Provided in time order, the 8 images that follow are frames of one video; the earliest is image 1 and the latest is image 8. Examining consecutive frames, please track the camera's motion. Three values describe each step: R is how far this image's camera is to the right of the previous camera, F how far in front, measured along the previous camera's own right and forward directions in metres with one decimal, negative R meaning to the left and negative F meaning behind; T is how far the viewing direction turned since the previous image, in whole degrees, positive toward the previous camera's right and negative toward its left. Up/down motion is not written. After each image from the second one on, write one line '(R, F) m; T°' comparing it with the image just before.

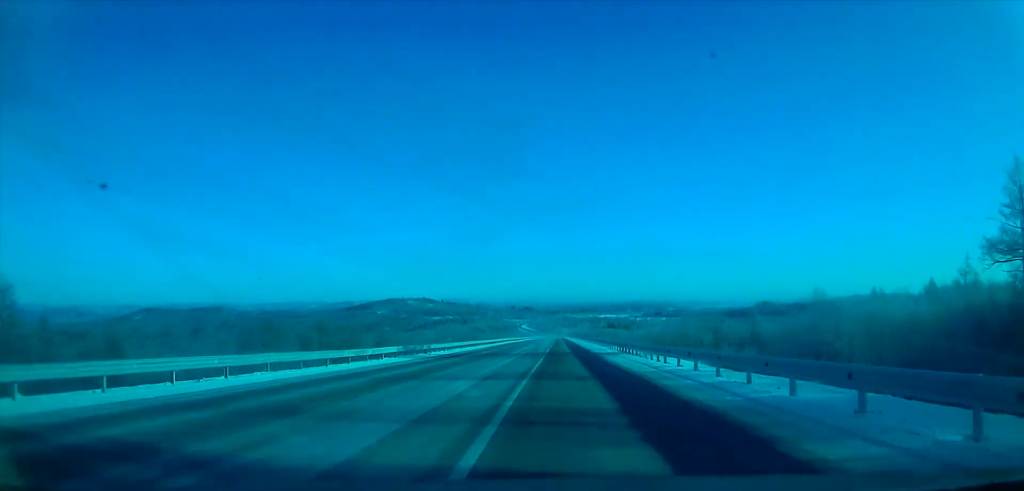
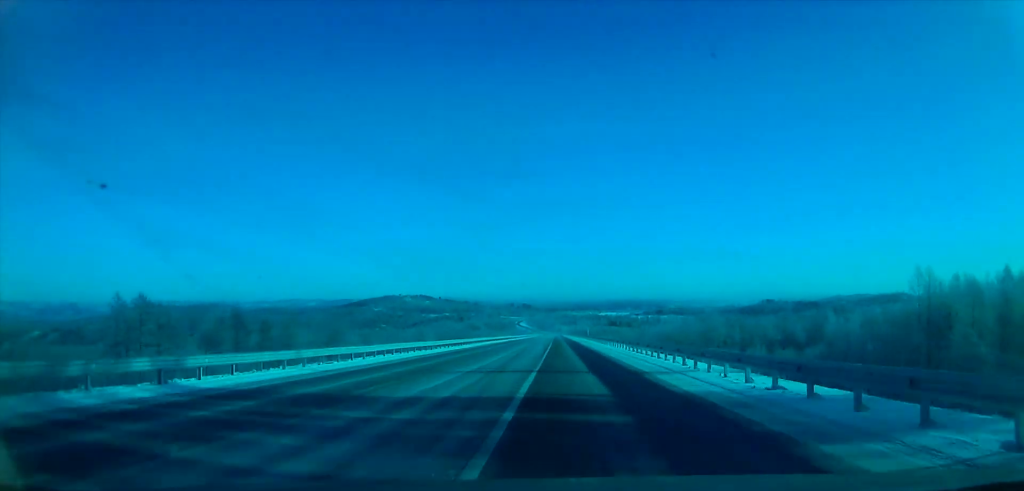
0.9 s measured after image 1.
(-1.4, +33.5) m; -2°
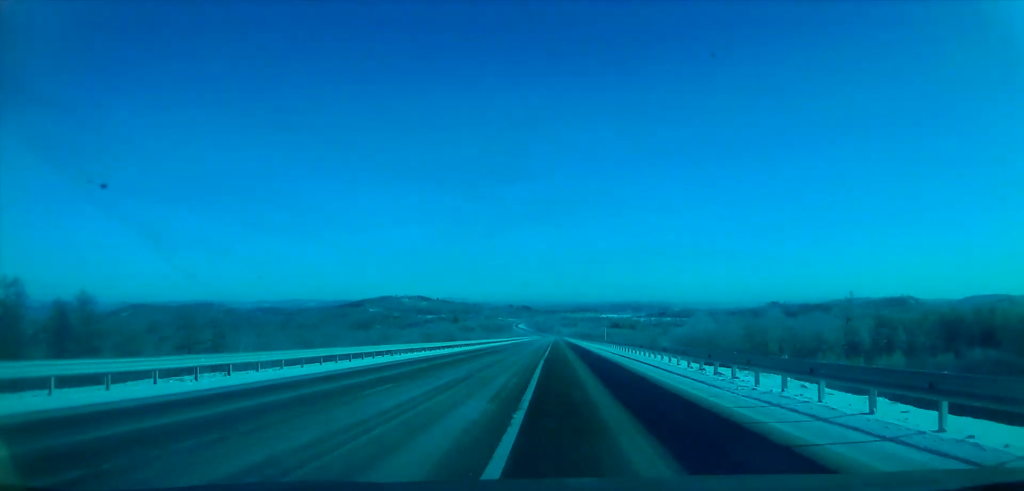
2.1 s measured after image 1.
(+1.0, +47.8) m; +3°
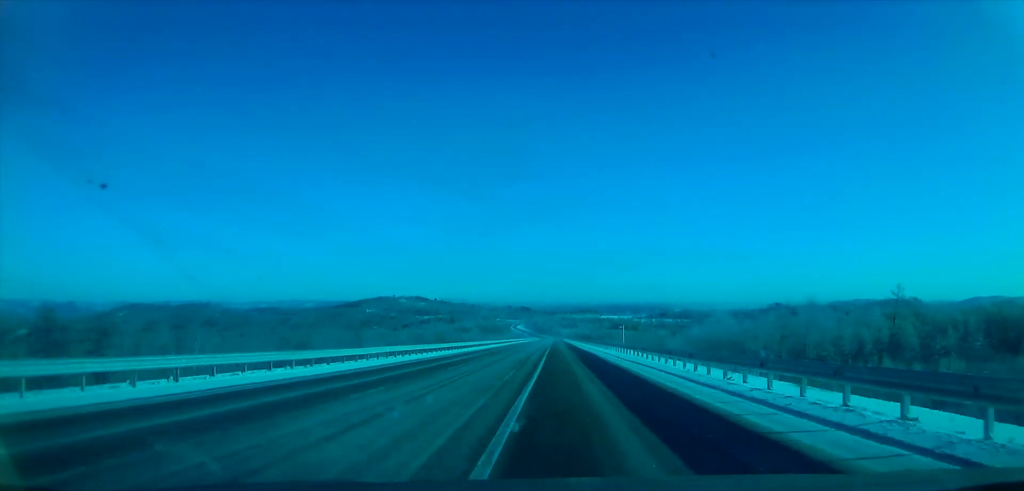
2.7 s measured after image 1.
(+0.9, +24.7) m; 0°
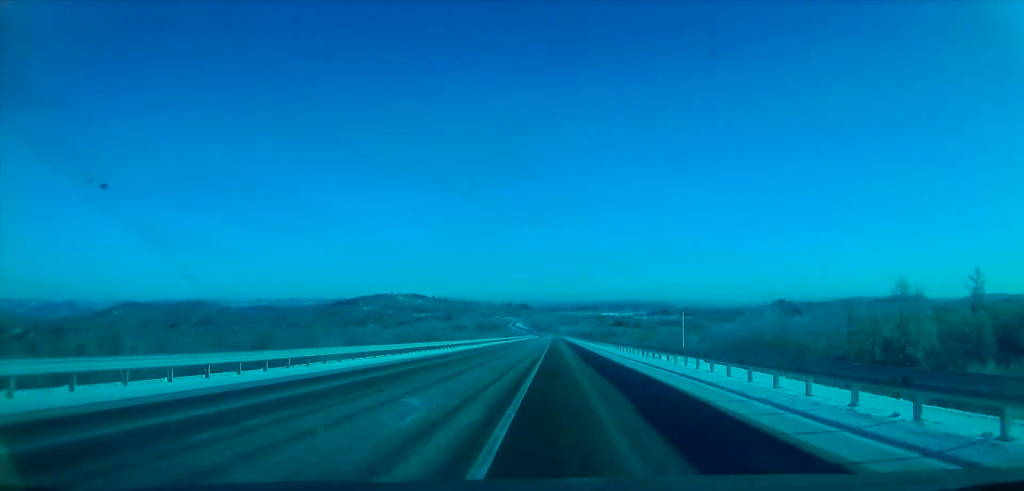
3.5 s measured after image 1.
(-0.7, +30.1) m; -1°
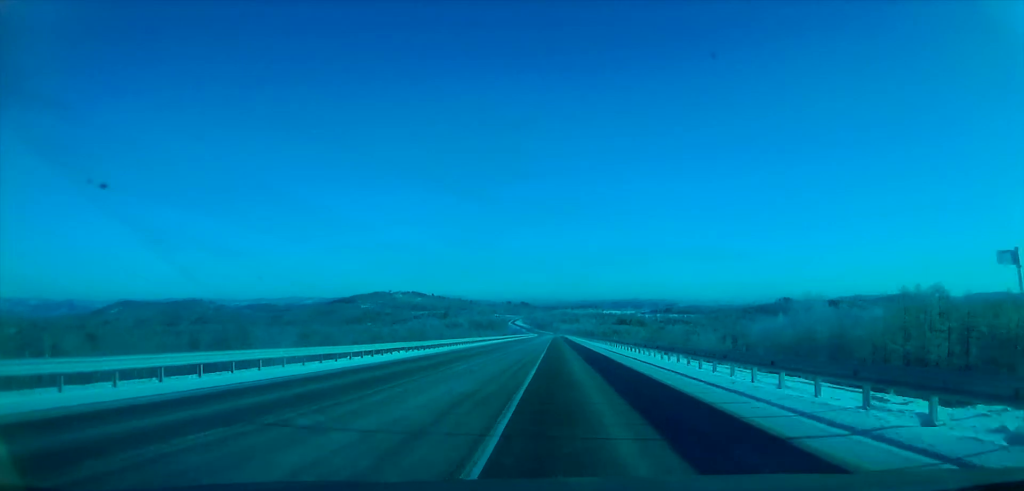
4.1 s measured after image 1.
(-0.3, +24.9) m; 0°
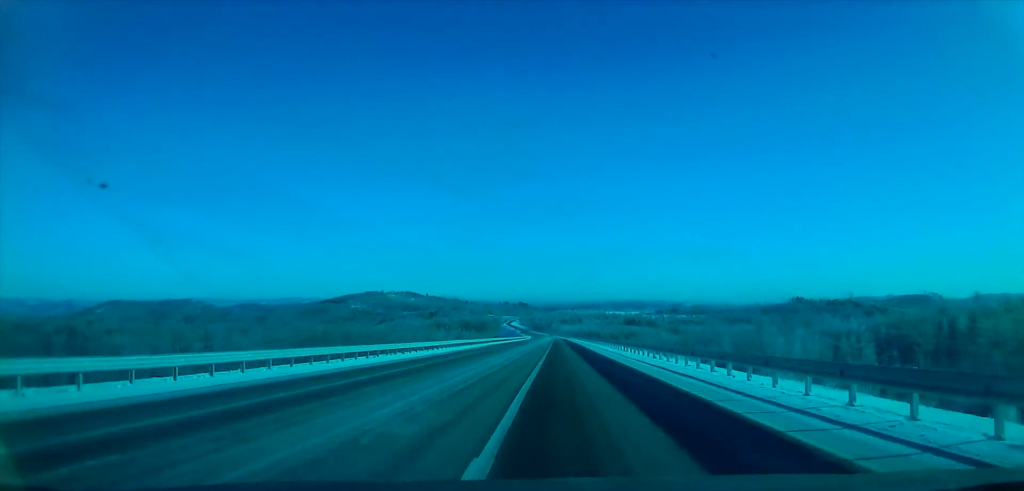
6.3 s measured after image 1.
(+0.8, +86.9) m; +1°
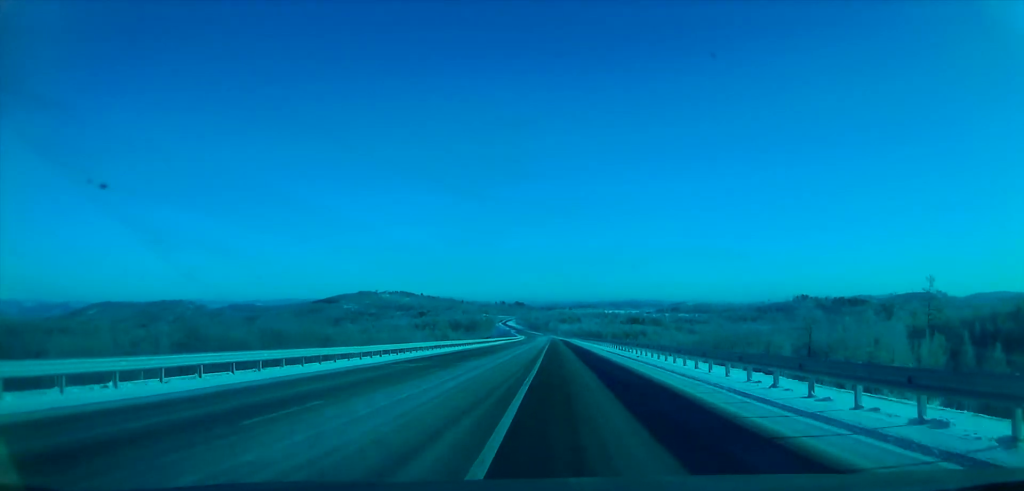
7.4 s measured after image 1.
(0.0, +42.3) m; 0°
